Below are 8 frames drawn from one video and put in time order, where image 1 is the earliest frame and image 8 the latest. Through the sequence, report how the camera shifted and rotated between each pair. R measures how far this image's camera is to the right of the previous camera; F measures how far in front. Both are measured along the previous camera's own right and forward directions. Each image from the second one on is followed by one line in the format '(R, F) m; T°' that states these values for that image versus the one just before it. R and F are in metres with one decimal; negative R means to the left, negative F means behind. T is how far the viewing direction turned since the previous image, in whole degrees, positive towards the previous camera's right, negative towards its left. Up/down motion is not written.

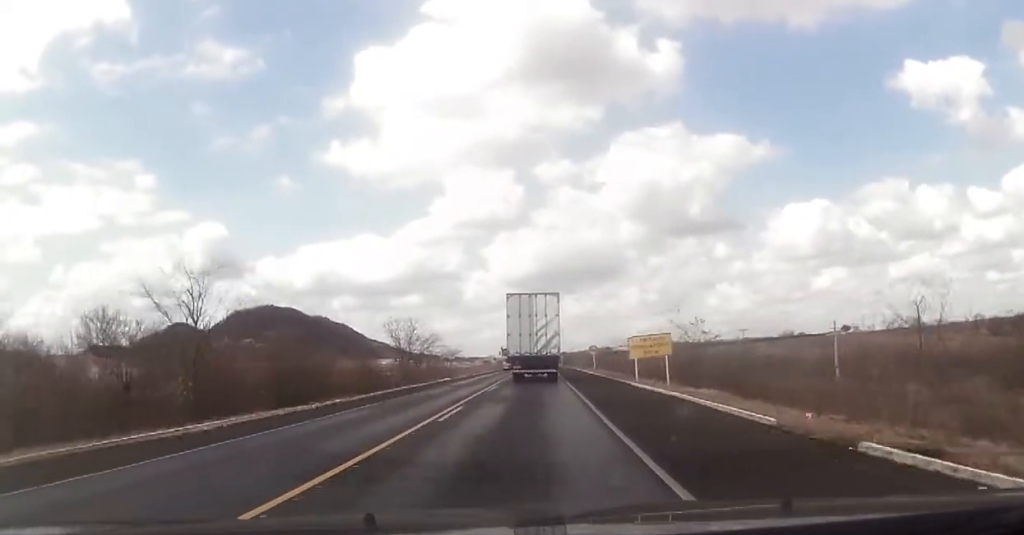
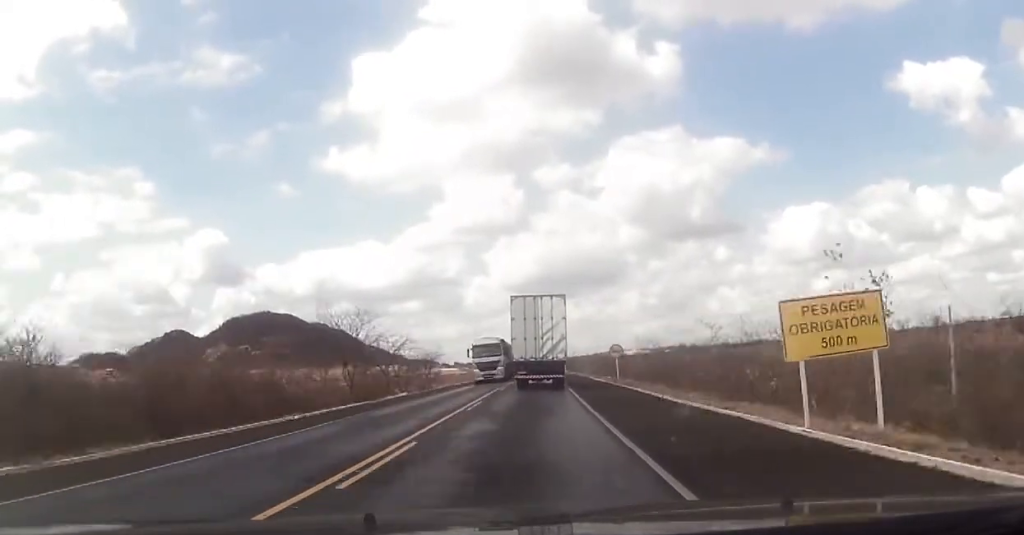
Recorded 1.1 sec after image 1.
(-0.1, +22.0) m; 0°
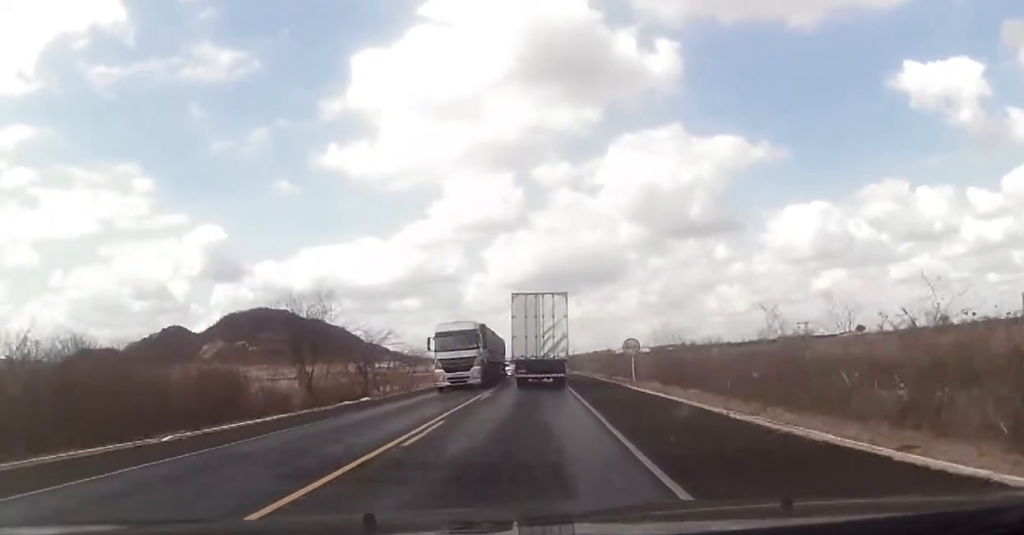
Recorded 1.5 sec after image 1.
(+0.3, +9.4) m; 0°
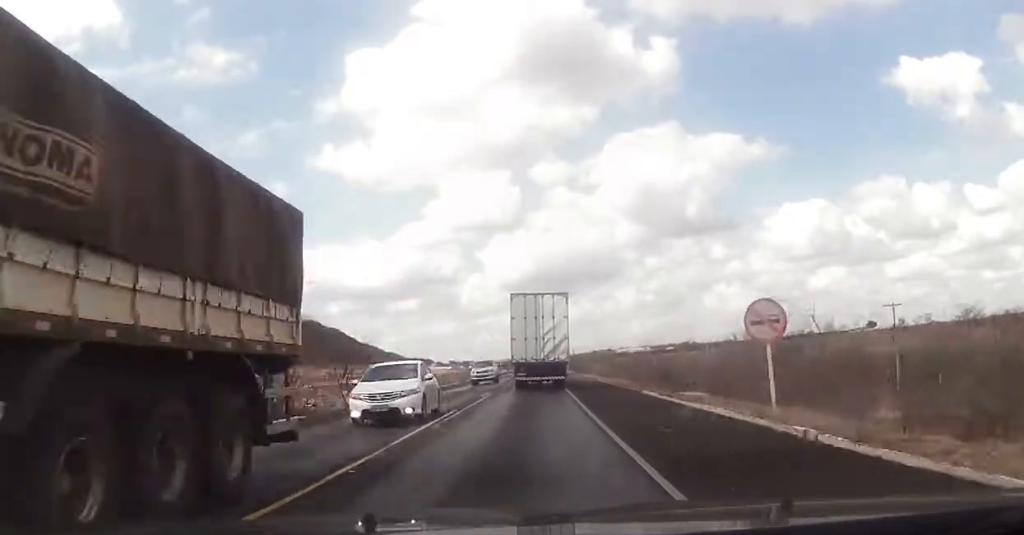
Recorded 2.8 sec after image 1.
(-0.5, +25.1) m; 0°
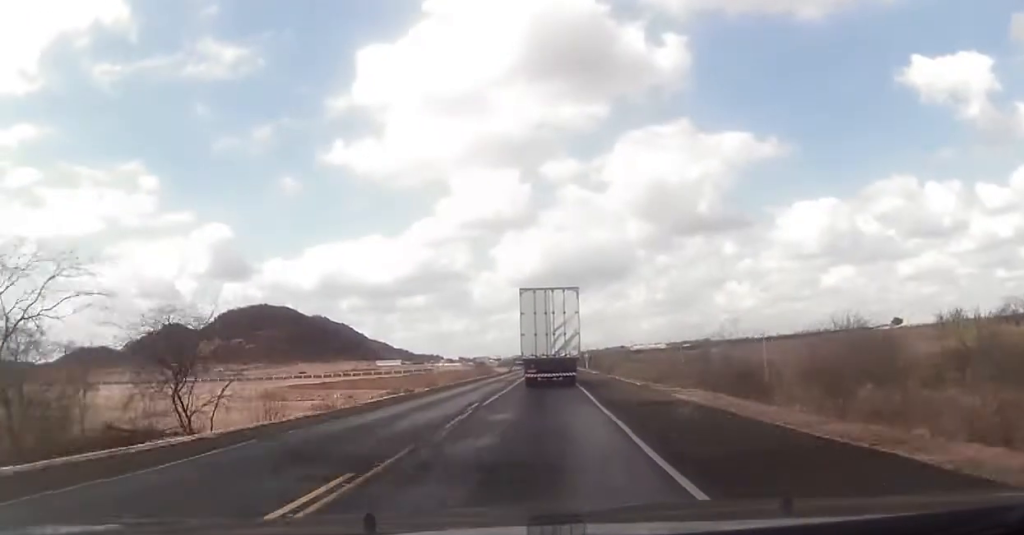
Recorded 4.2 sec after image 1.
(+0.5, +25.8) m; 0°
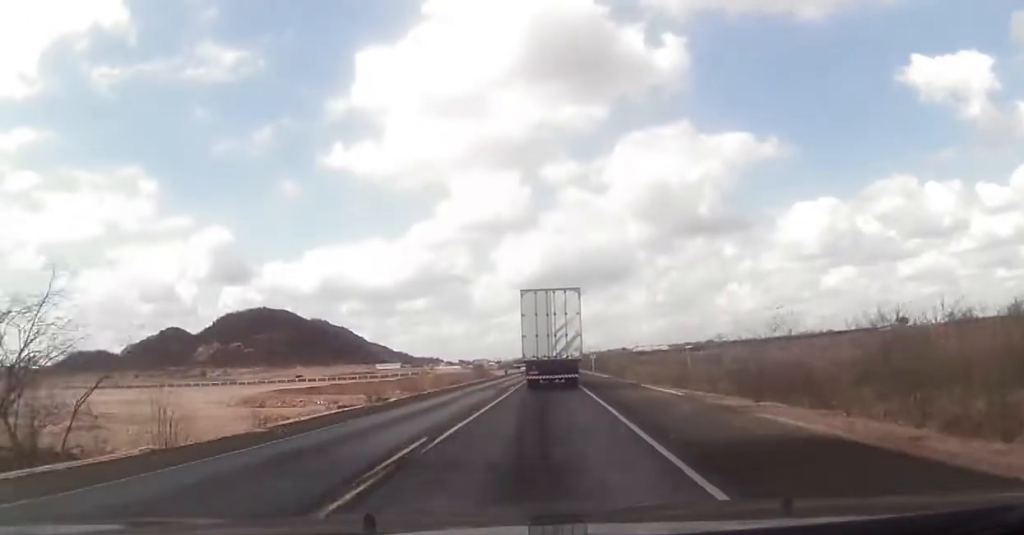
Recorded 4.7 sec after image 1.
(0.0, +10.0) m; -1°
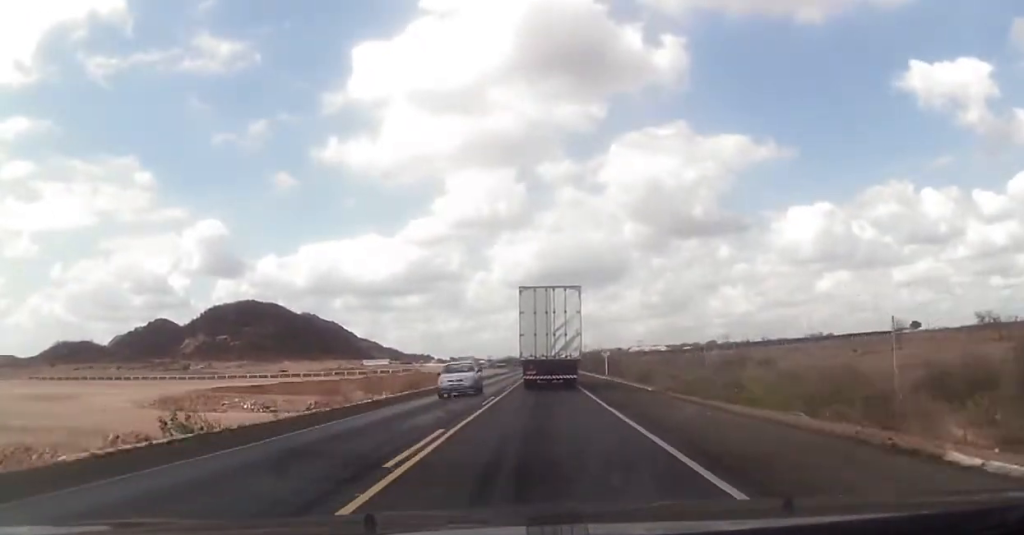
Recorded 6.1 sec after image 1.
(-0.2, +26.3) m; 0°
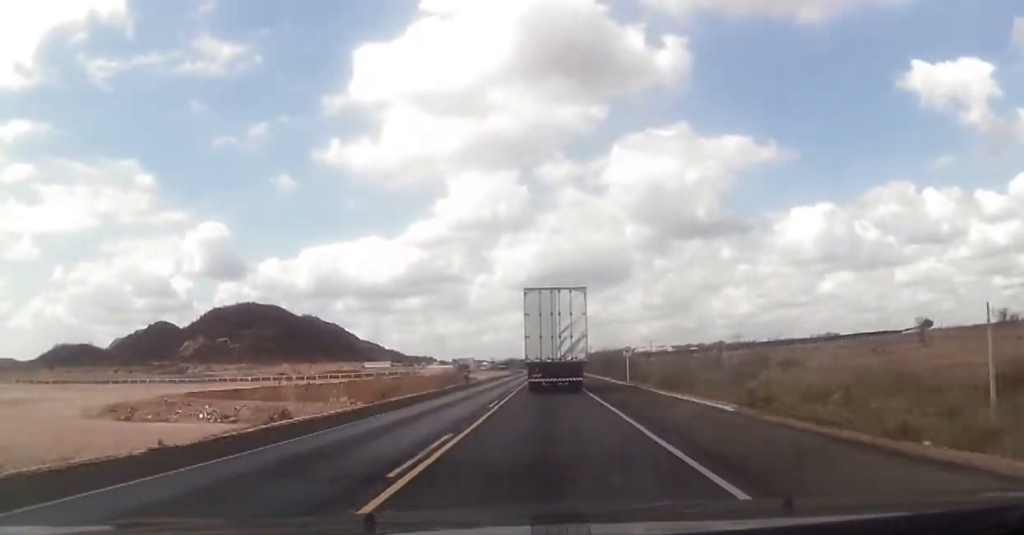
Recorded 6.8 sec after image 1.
(0.0, +13.2) m; 0°
